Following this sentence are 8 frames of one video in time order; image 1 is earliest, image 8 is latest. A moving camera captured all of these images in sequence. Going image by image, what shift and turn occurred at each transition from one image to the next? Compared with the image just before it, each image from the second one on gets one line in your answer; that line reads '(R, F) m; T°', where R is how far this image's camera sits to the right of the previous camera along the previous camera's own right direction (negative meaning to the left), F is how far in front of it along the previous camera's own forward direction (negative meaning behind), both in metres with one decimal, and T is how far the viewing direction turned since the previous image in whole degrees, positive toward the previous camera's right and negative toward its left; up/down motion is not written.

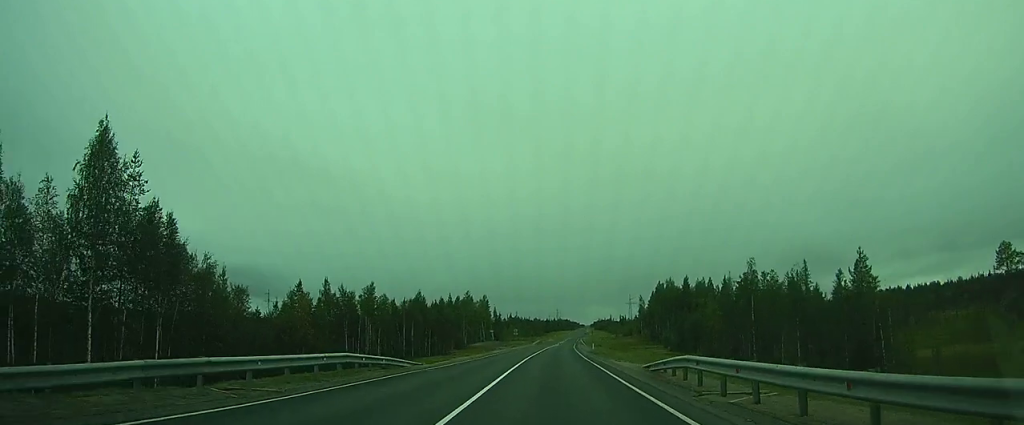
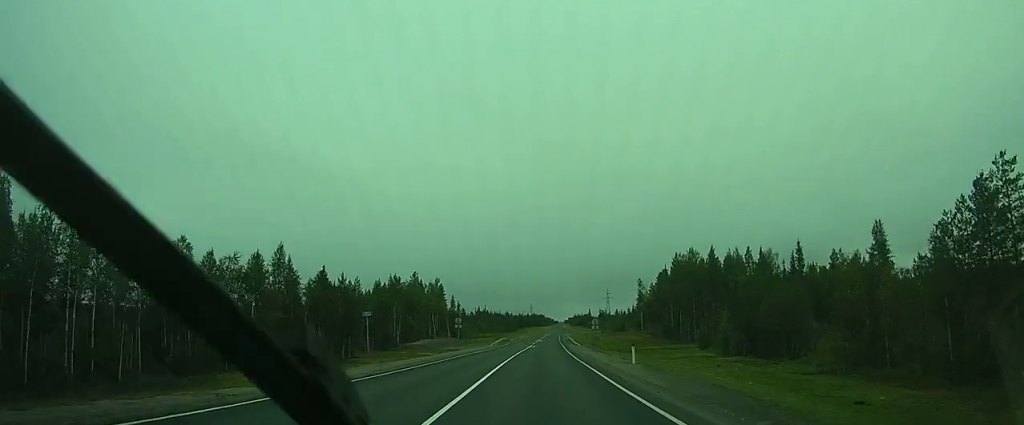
(+0.1, +45.2) m; +1°
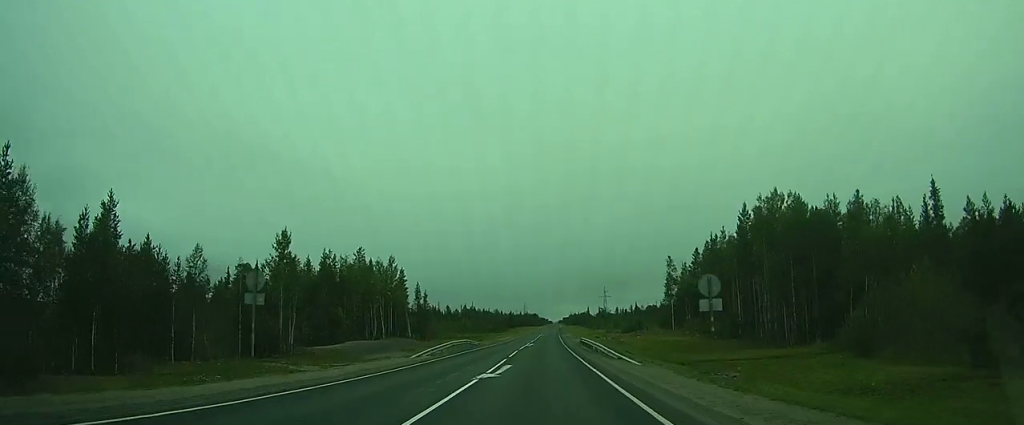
(+0.7, +45.8) m; +1°
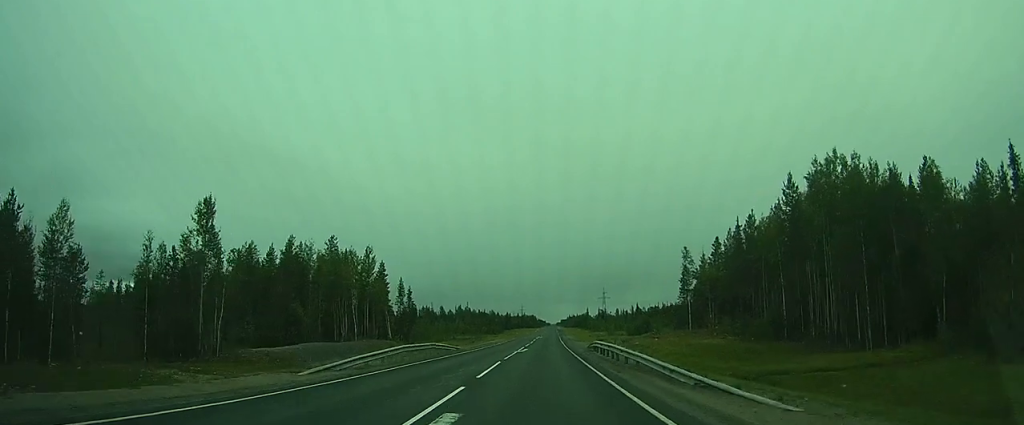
(0.0, +14.8) m; 0°
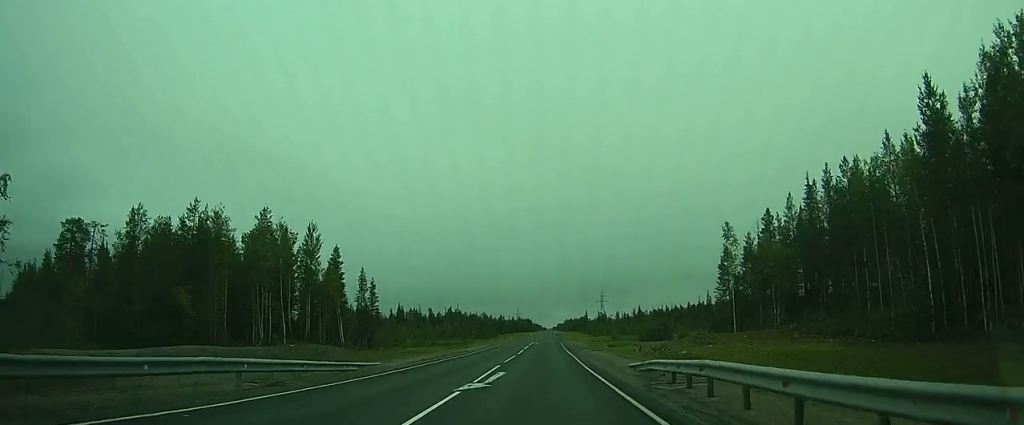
(-0.1, +24.3) m; 0°
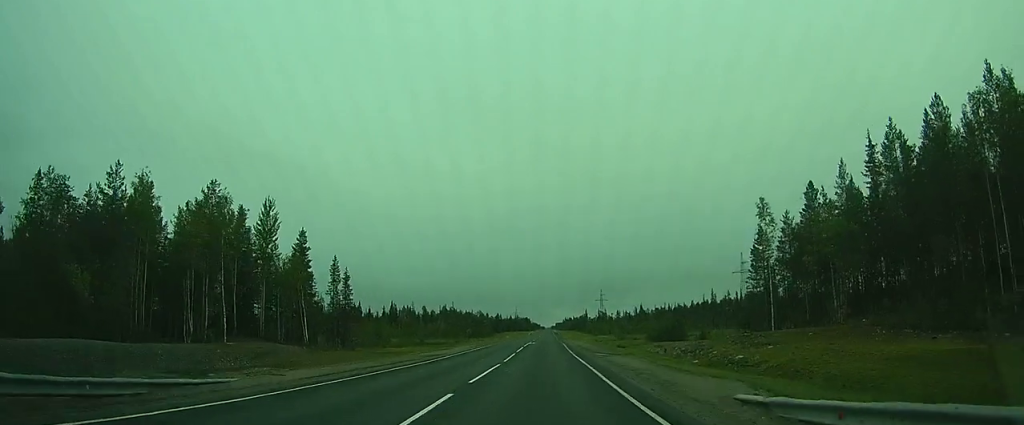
(0.0, +13.2) m; 0°
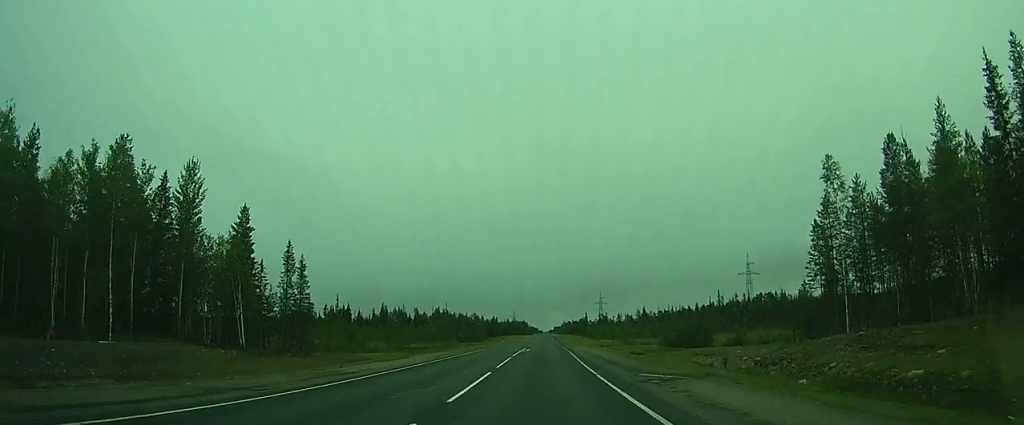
(0.0, +16.8) m; 0°
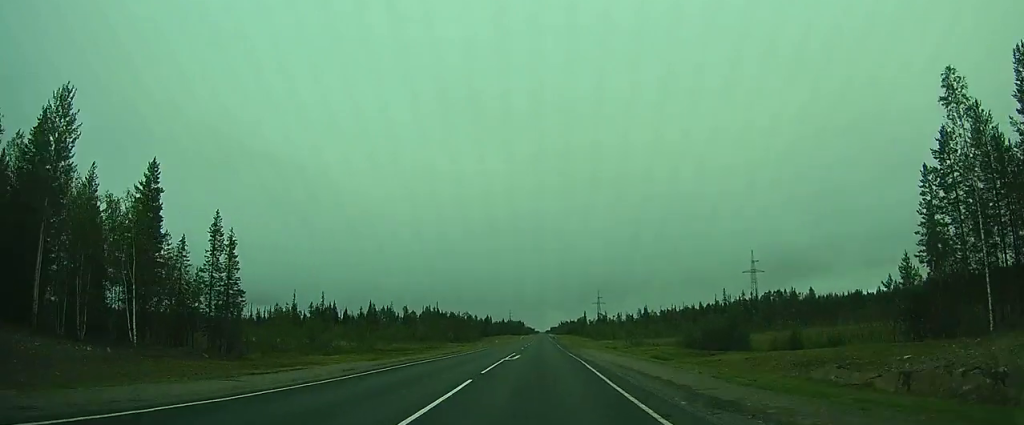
(+0.1, +19.1) m; +1°
